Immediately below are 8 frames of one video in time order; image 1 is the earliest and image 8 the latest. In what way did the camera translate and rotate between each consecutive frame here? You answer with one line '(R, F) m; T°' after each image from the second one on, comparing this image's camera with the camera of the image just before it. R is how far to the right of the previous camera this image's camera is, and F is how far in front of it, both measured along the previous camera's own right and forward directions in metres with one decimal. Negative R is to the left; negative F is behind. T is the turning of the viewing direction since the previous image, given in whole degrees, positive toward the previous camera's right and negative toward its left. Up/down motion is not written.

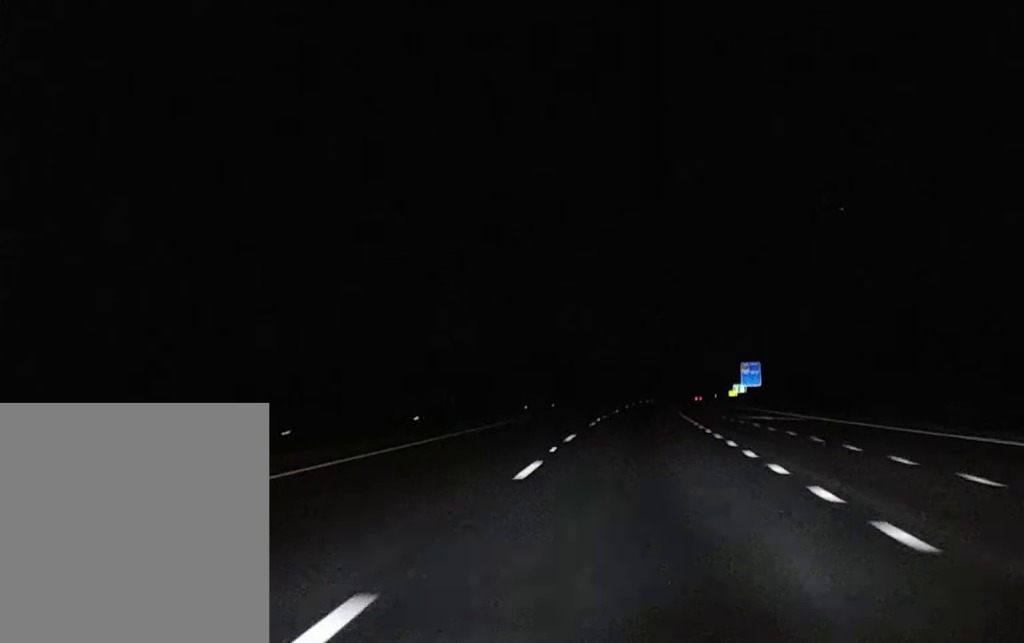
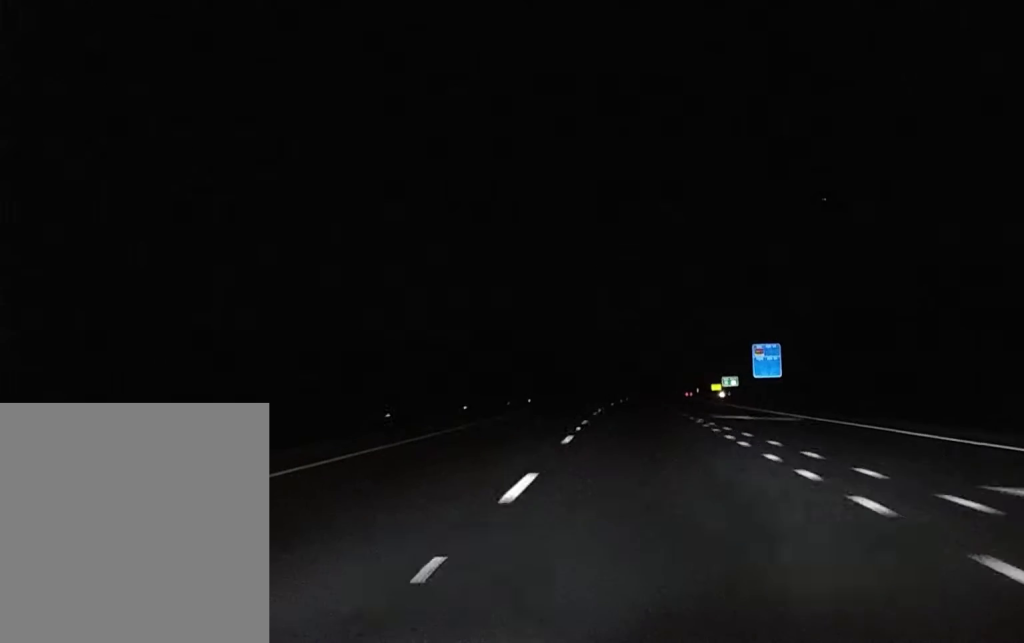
(+0.6, +57.6) m; +1°
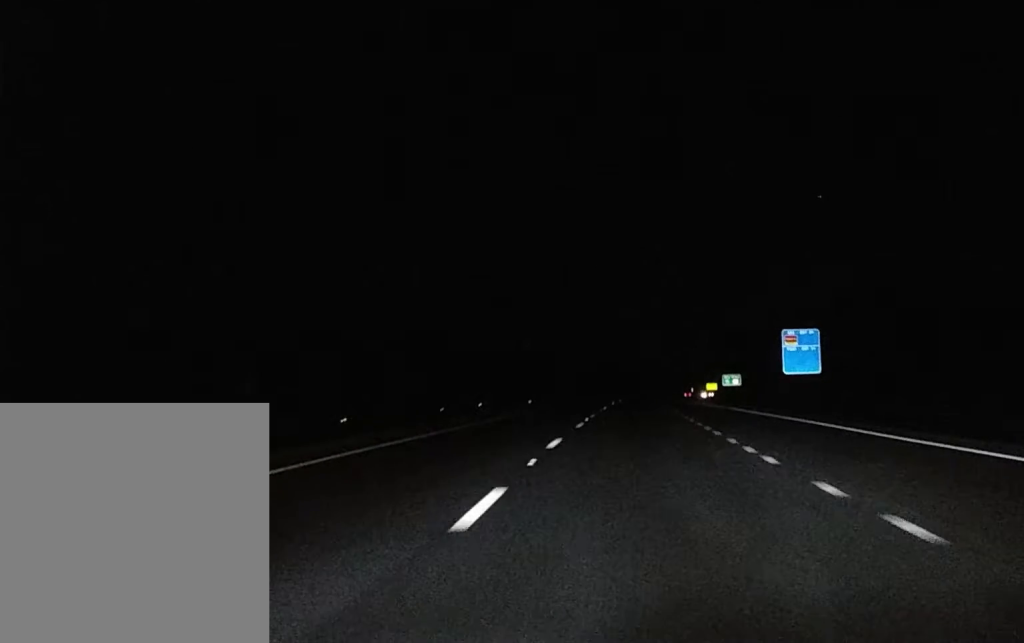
(+0.2, +30.1) m; +1°
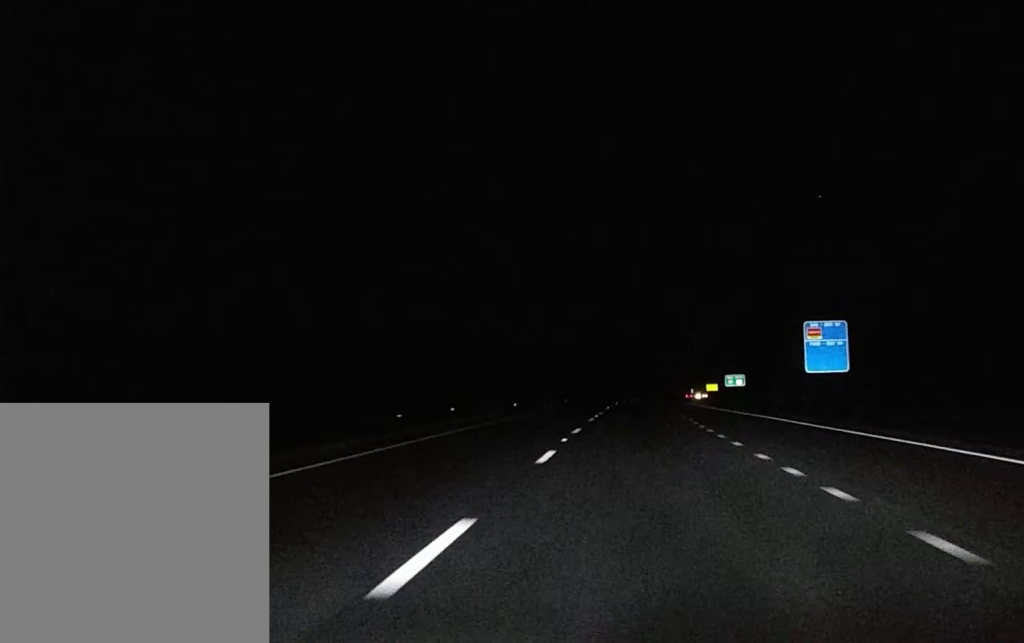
(0.0, +14.4) m; 0°
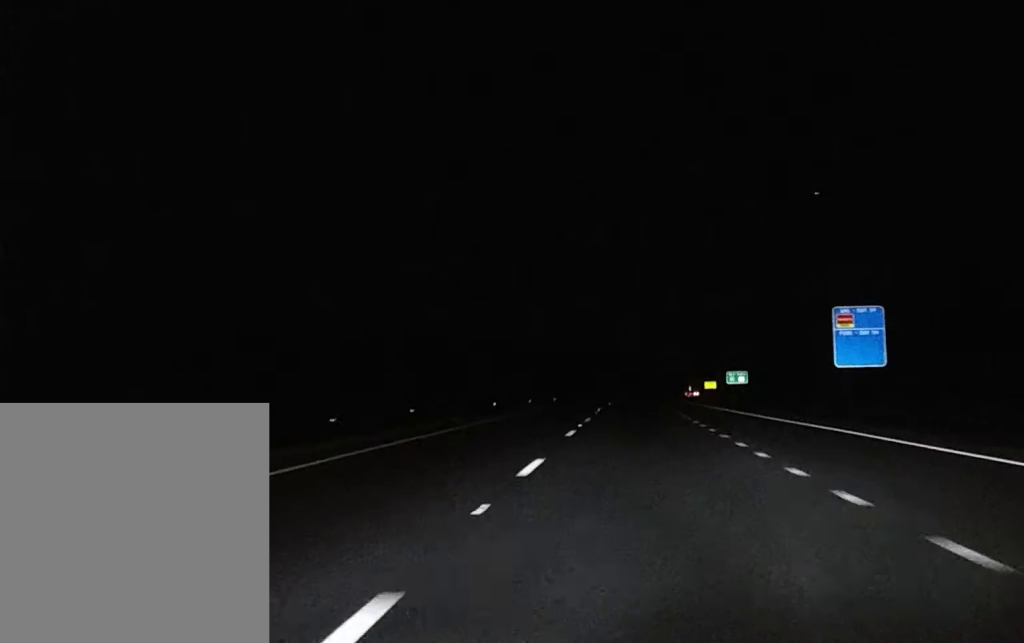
(0.0, +12.2) m; 0°
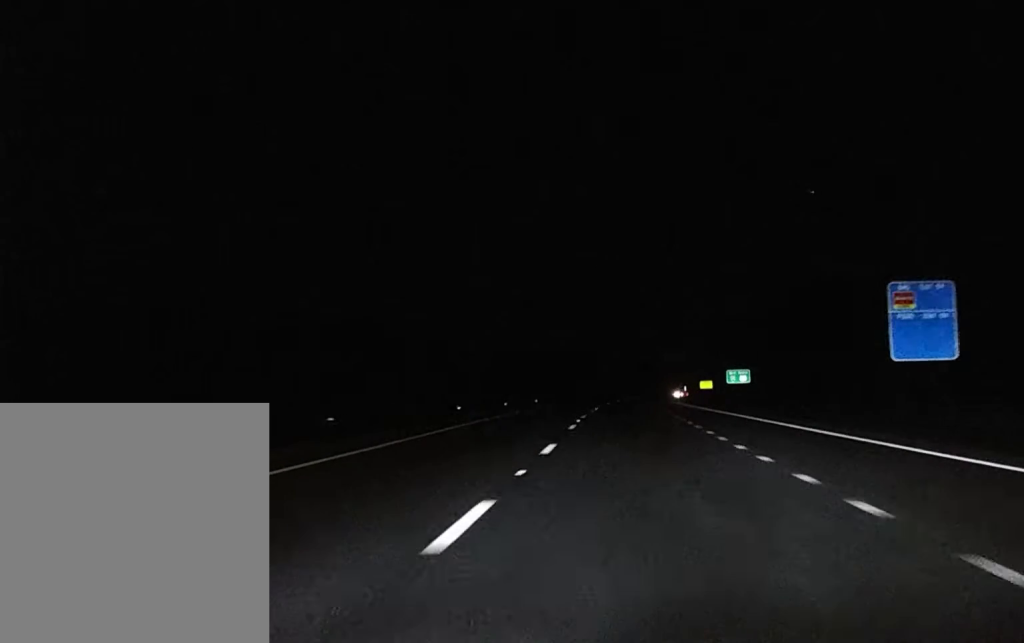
(0.0, +20.1) m; 0°
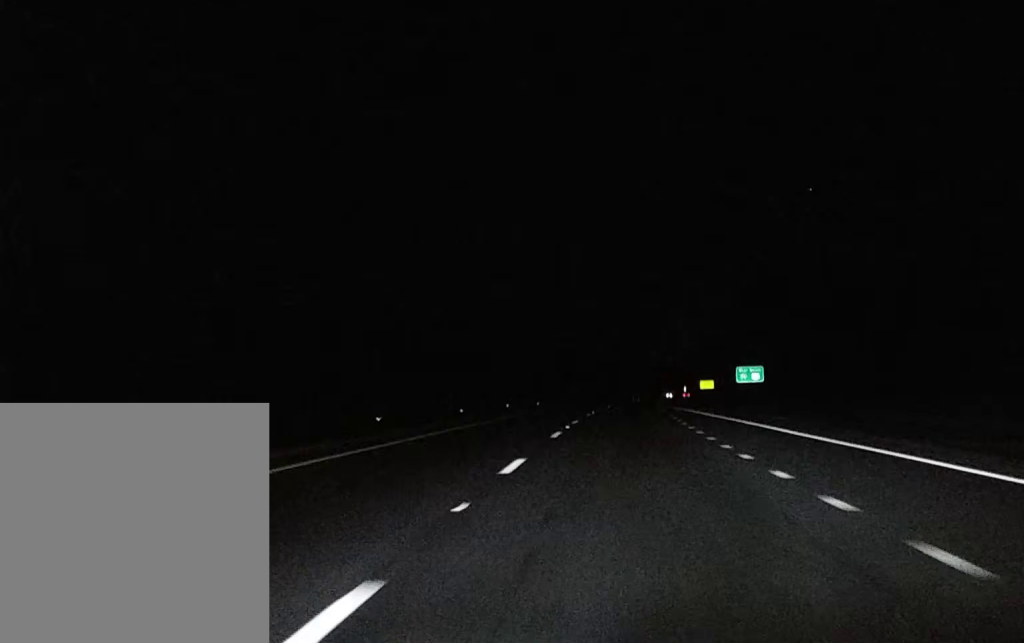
(+0.2, +35.1) m; +1°
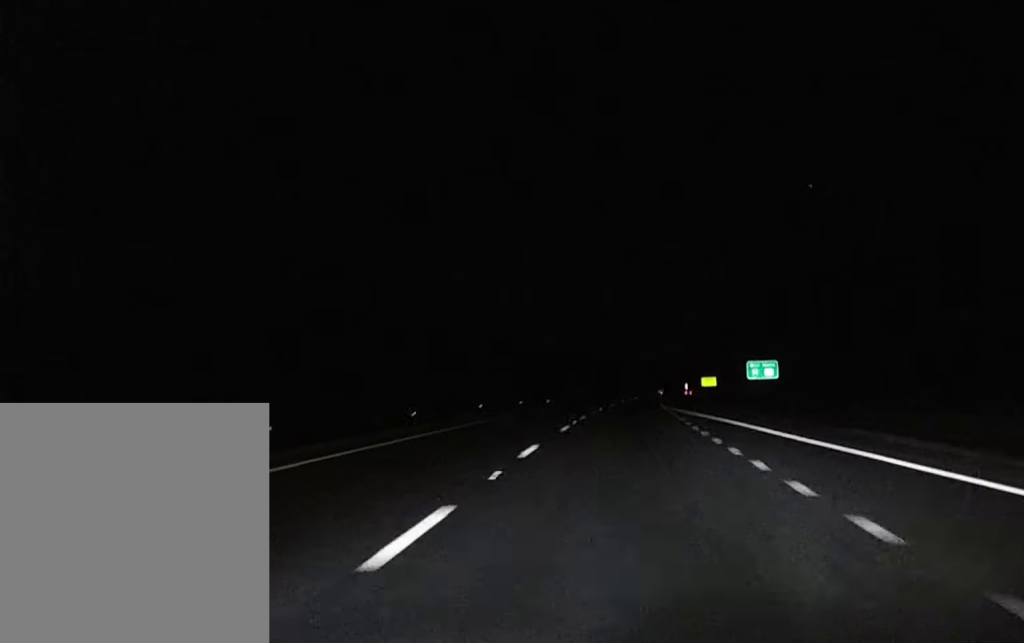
(+0.1, +24.2) m; 0°
